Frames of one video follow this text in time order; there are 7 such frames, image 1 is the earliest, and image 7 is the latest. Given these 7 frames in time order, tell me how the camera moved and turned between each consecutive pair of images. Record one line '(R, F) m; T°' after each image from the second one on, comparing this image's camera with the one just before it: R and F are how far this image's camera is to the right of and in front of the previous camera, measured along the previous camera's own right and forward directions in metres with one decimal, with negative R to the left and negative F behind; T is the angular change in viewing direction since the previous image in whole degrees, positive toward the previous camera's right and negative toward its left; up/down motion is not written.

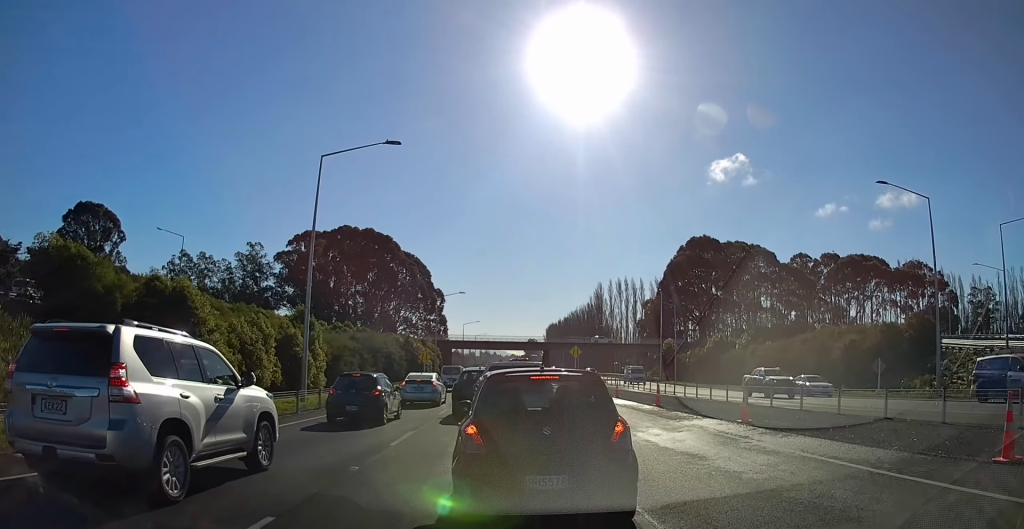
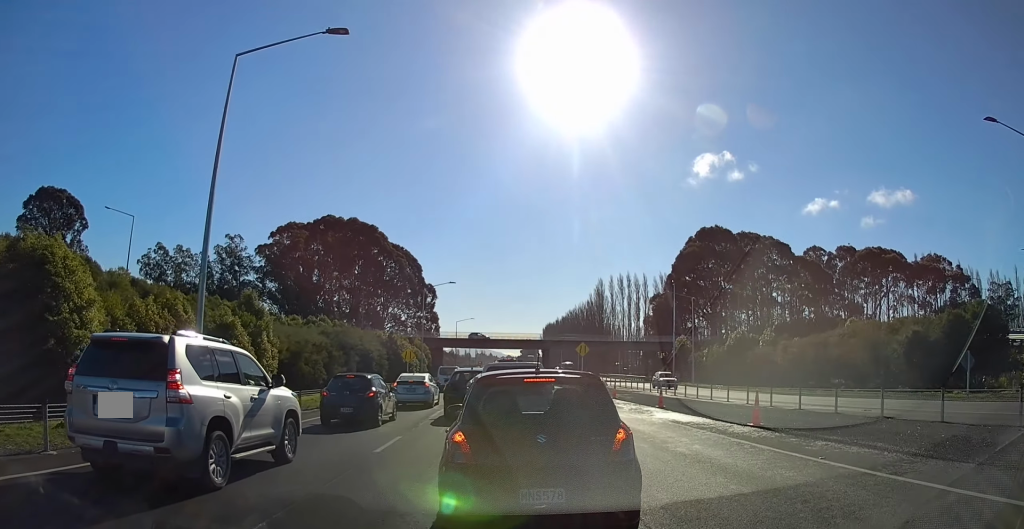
(+0.9, +11.3) m; +4°
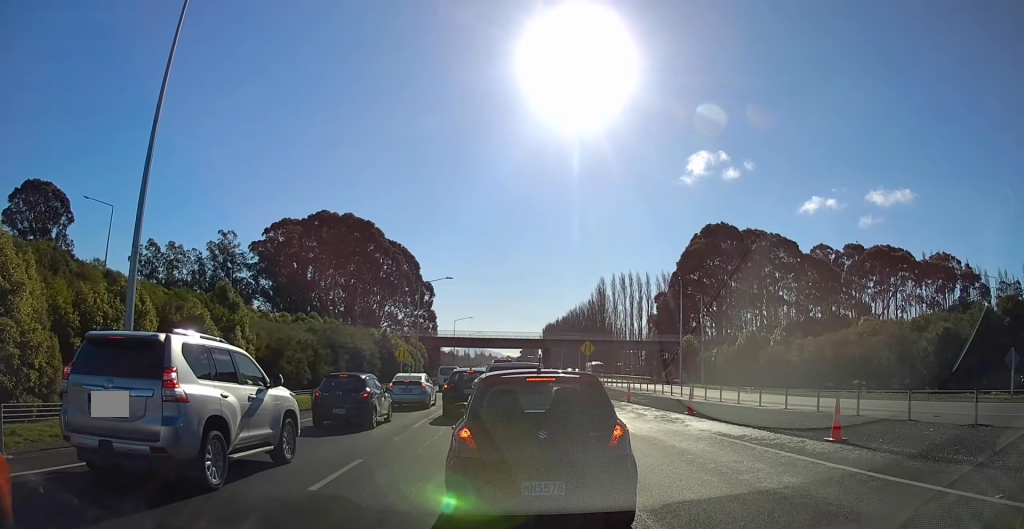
(-0.7, +4.0) m; -1°
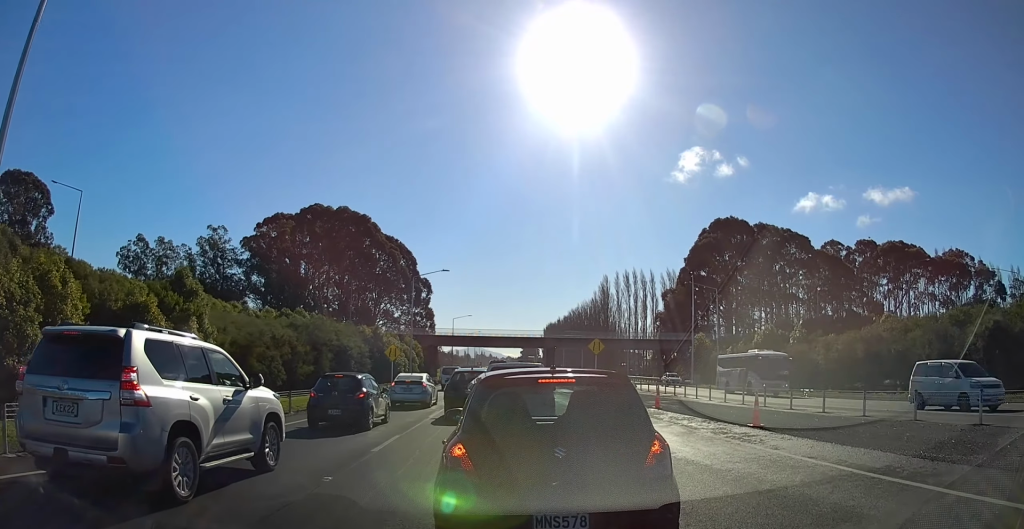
(+1.1, +5.6) m; +7°
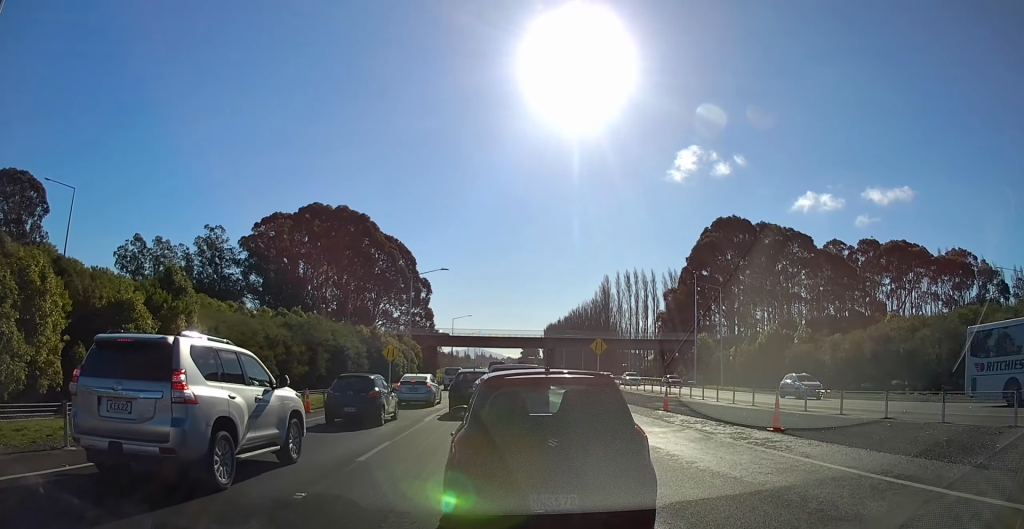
(+0.1, +2.3) m; -5°
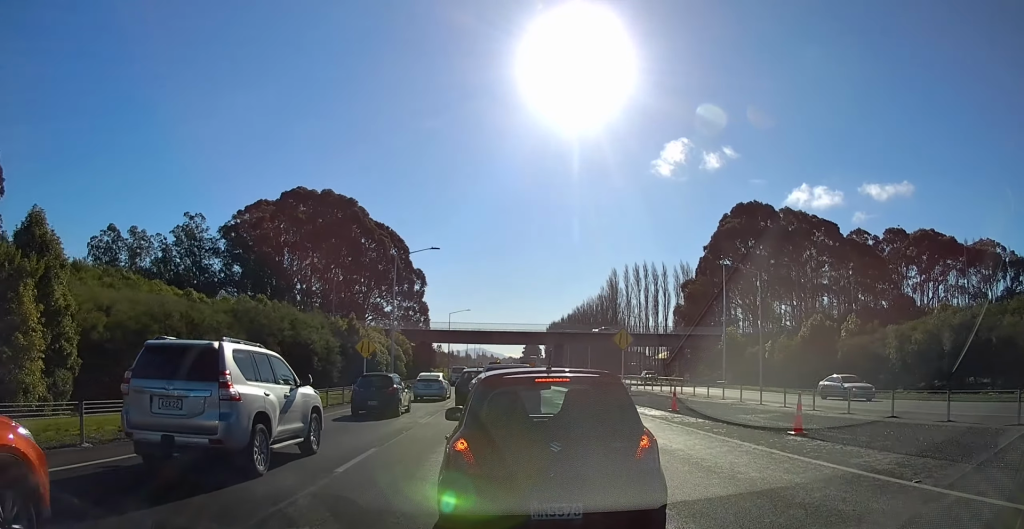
(-0.2, +11.0) m; 0°
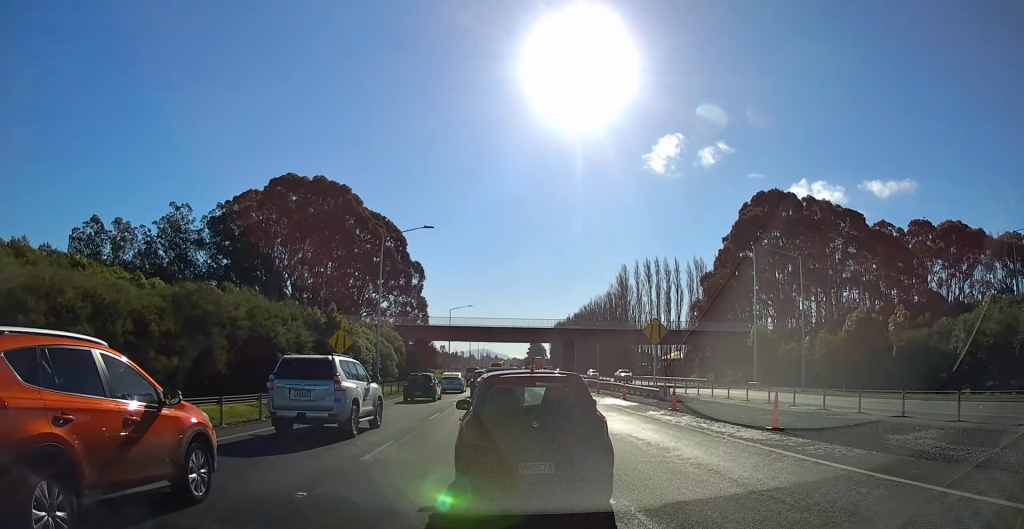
(-0.9, +11.3) m; -5°
